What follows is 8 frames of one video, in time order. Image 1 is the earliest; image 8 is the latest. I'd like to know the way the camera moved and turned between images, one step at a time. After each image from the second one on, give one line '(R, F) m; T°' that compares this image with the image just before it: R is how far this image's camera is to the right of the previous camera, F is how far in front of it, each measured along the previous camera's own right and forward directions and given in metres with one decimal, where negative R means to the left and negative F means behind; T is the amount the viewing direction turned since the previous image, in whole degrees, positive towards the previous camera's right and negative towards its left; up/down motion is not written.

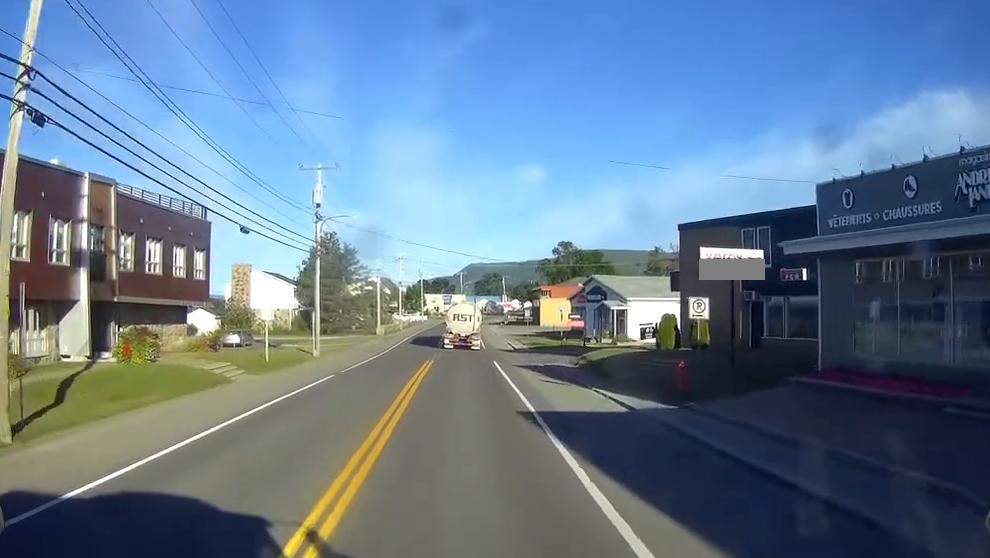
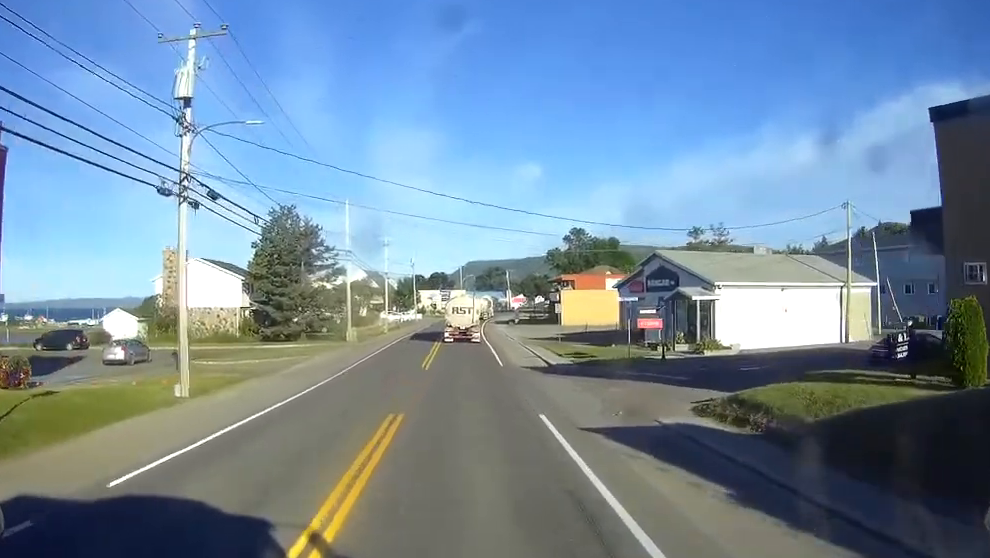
(+0.1, +25.3) m; 0°
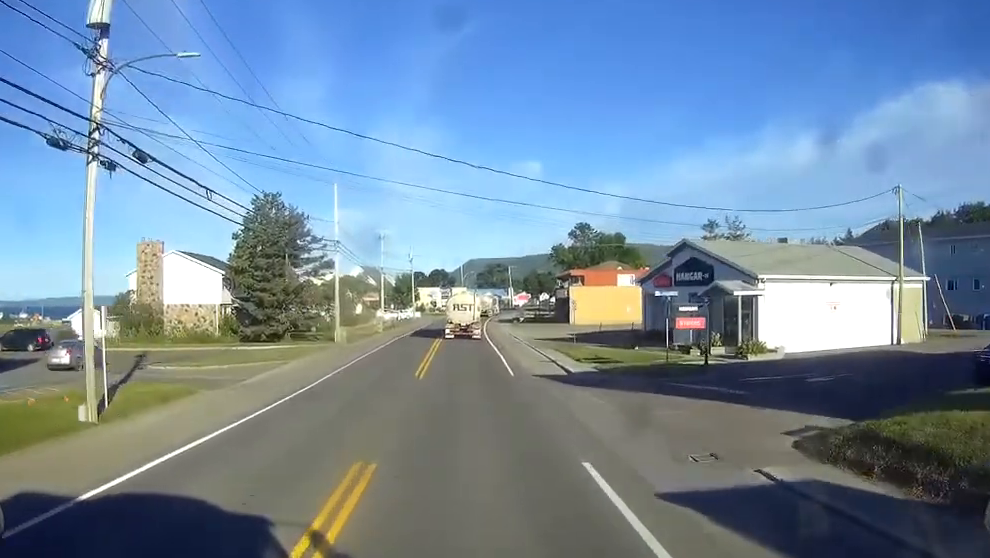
(0.0, +7.1) m; 0°
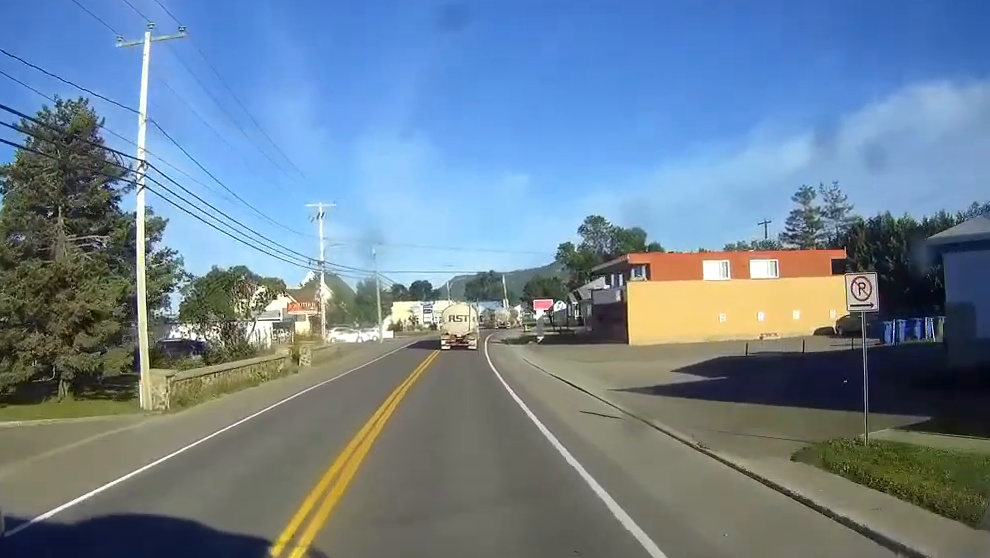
(-0.1, +37.5) m; +1°
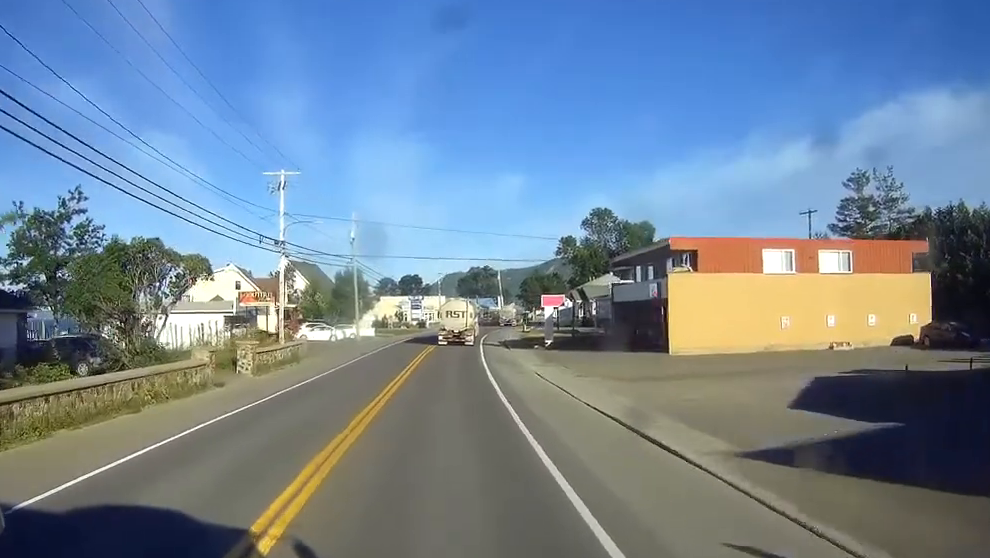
(+0.3, +12.8) m; 0°
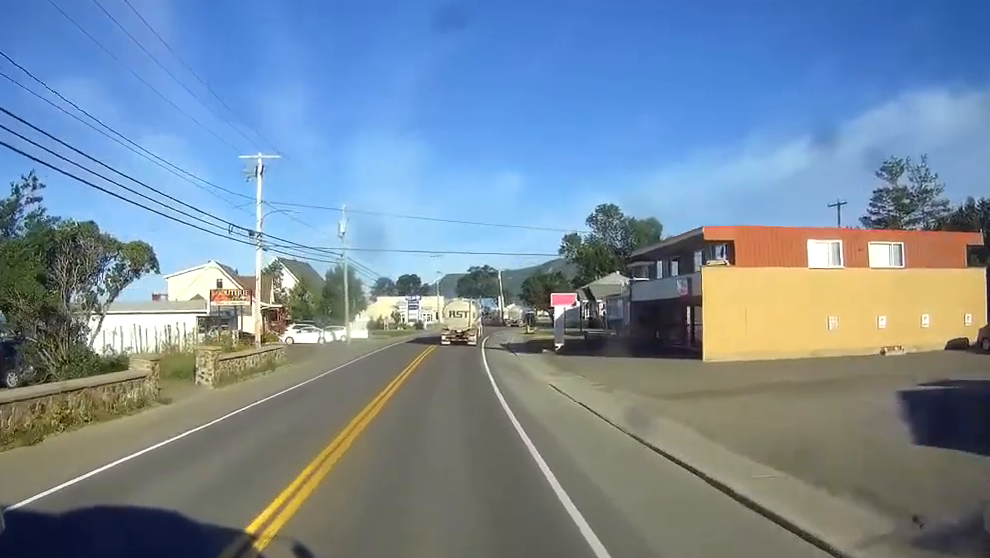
(0.0, +6.2) m; 0°
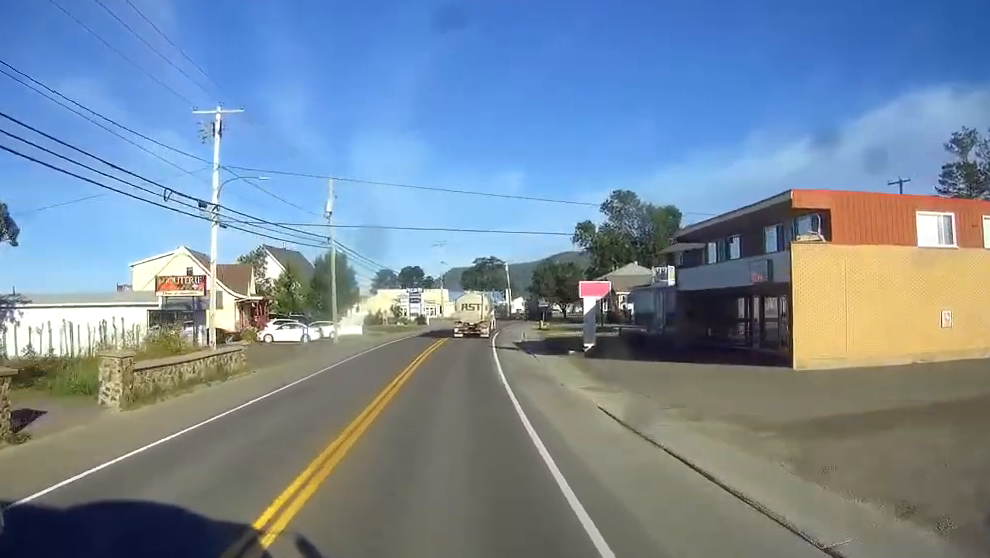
(-0.1, +9.8) m; 0°
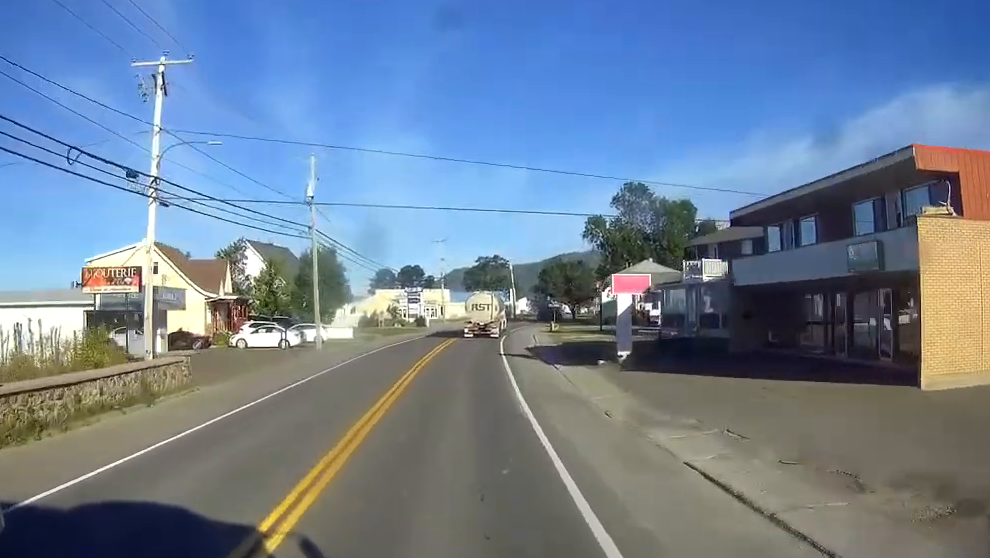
(+0.1, +8.3) m; 0°
